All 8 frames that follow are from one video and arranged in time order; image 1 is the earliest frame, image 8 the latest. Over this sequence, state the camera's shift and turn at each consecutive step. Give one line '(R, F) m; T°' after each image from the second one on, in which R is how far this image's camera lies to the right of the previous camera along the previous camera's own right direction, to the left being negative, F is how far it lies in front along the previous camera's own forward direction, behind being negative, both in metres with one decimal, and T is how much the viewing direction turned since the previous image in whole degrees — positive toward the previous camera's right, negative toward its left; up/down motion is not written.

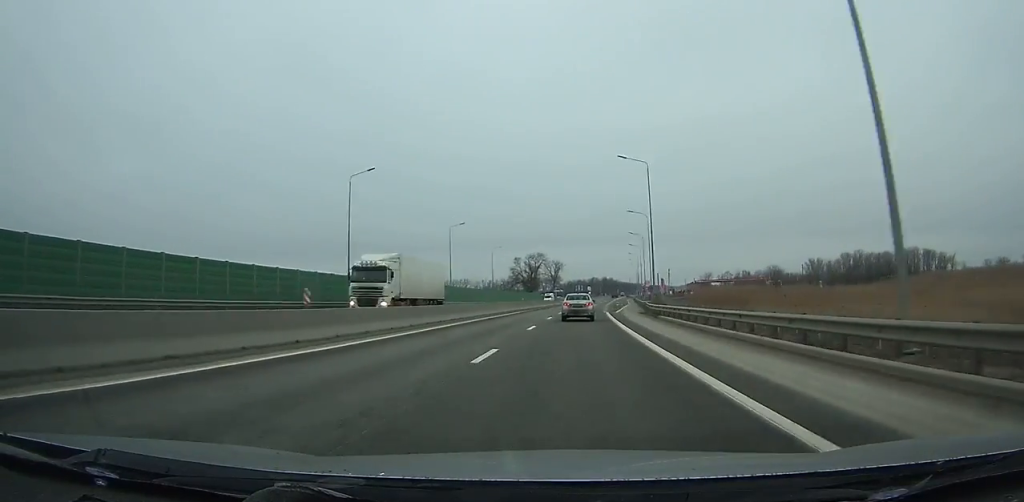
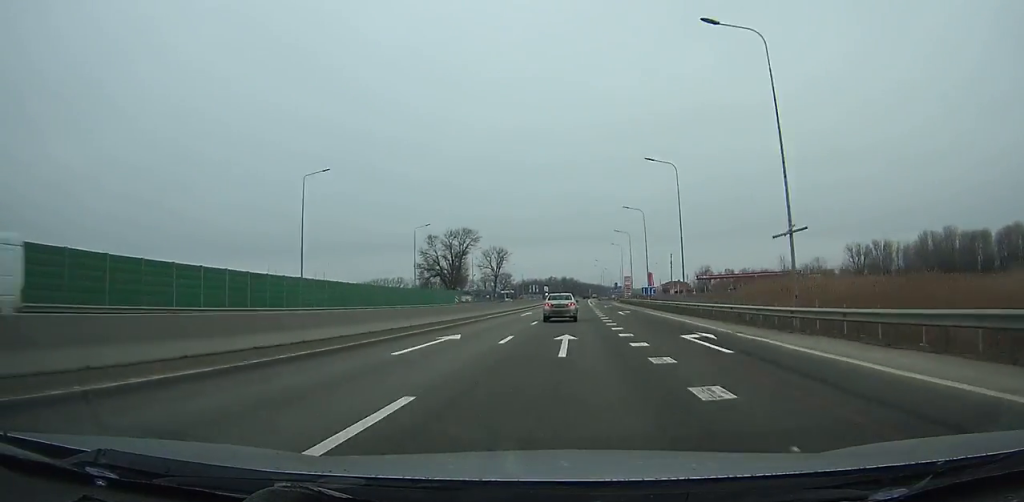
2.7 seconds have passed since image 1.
(+2.3, +77.8) m; +3°
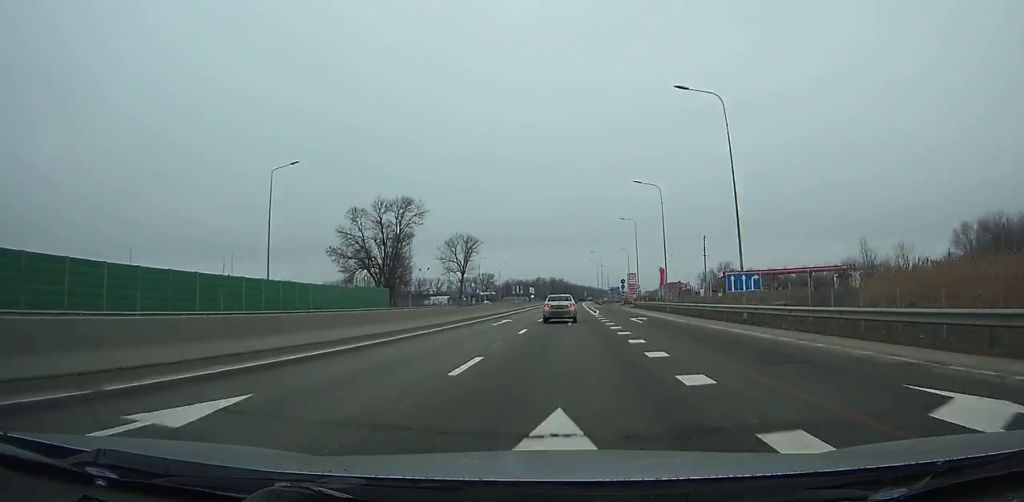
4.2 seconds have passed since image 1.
(+0.5, +42.8) m; +1°
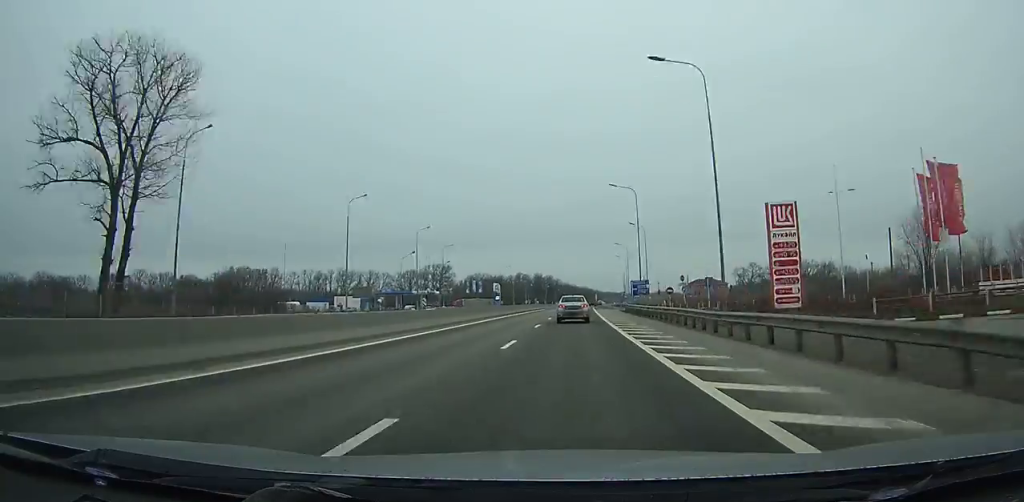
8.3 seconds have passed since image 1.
(+1.6, +114.7) m; +2°
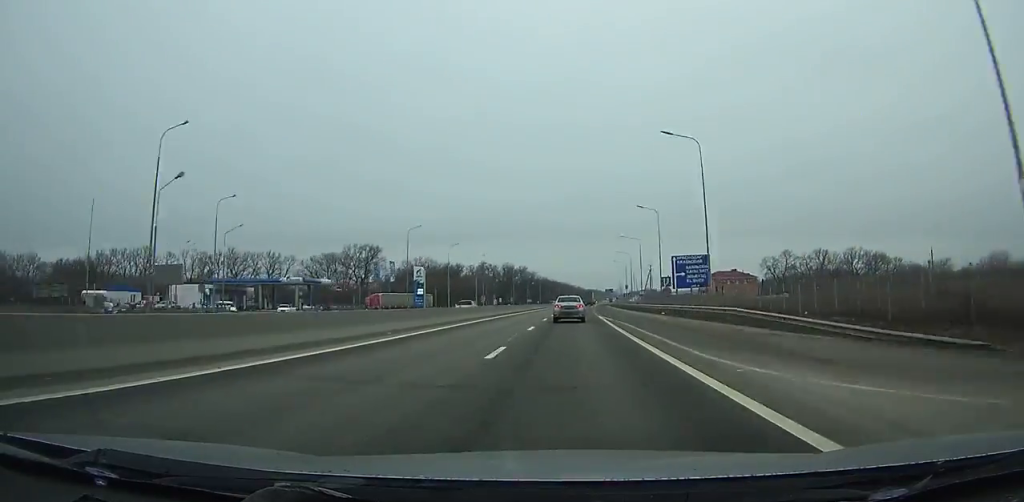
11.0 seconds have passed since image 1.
(+0.7, +74.9) m; +1°
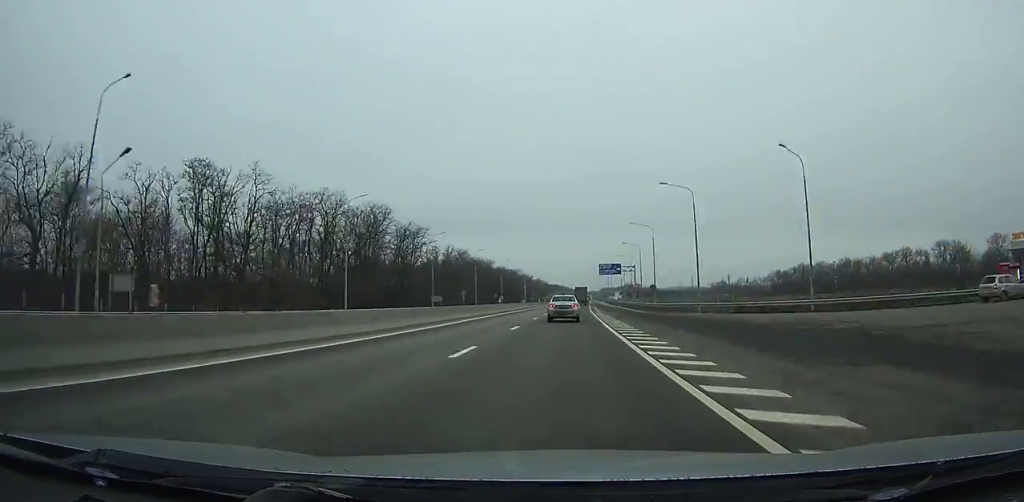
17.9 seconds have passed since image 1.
(+6.1, +191.0) m; +3°
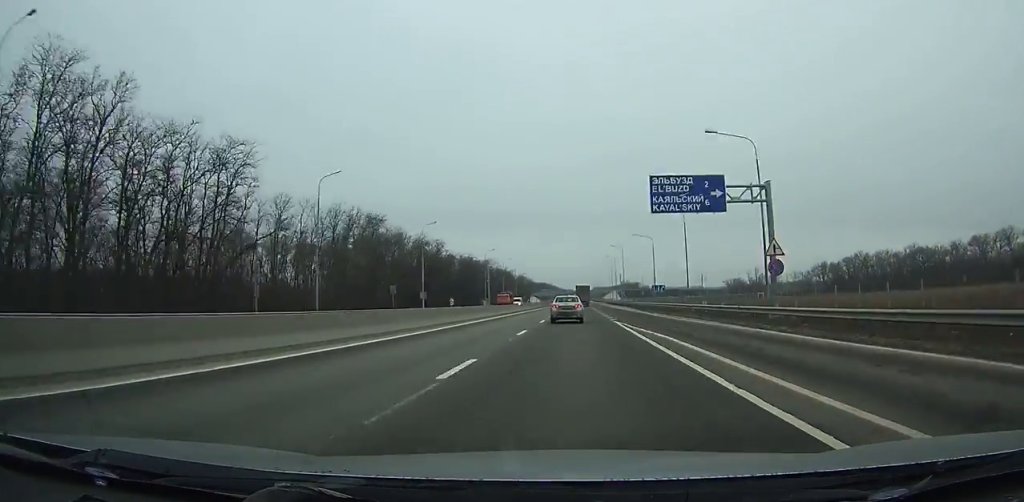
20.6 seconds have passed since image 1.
(+0.7, +74.1) m; +1°
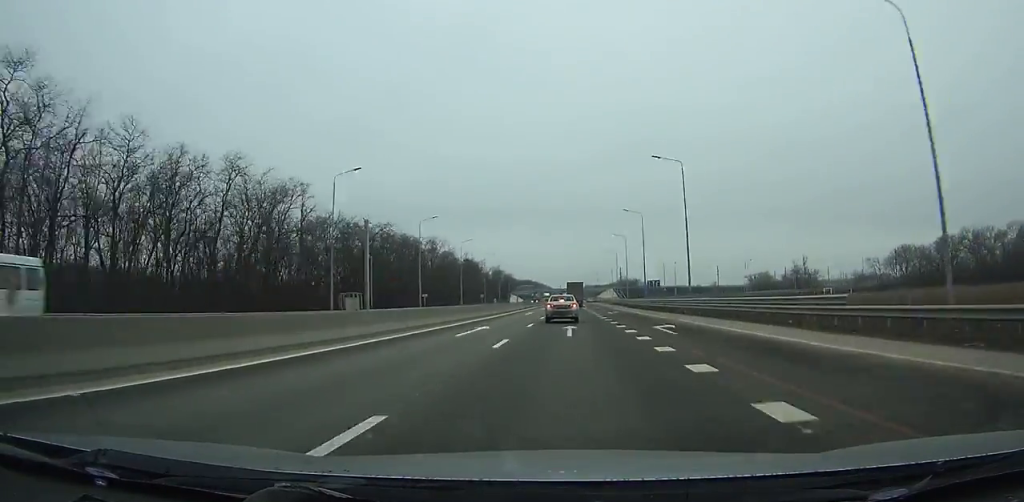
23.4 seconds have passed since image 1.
(+0.7, +75.3) m; +1°
